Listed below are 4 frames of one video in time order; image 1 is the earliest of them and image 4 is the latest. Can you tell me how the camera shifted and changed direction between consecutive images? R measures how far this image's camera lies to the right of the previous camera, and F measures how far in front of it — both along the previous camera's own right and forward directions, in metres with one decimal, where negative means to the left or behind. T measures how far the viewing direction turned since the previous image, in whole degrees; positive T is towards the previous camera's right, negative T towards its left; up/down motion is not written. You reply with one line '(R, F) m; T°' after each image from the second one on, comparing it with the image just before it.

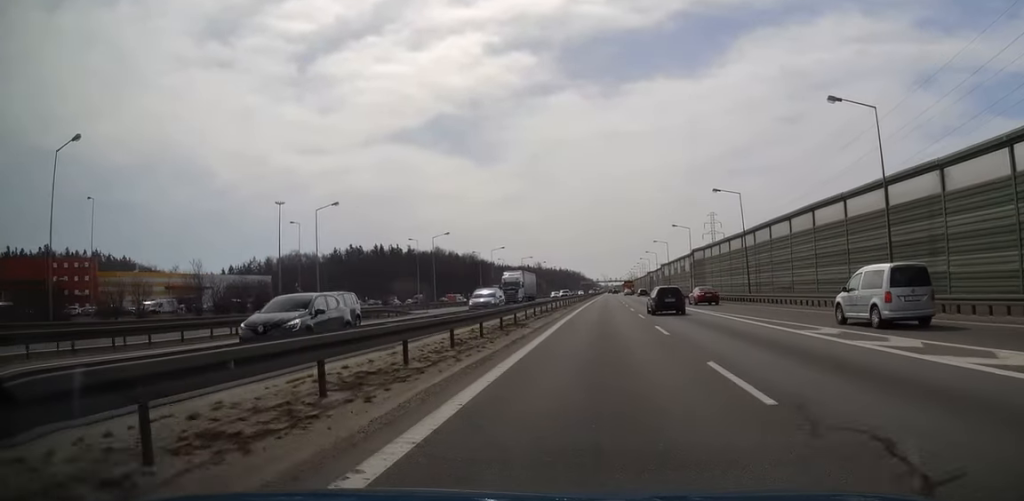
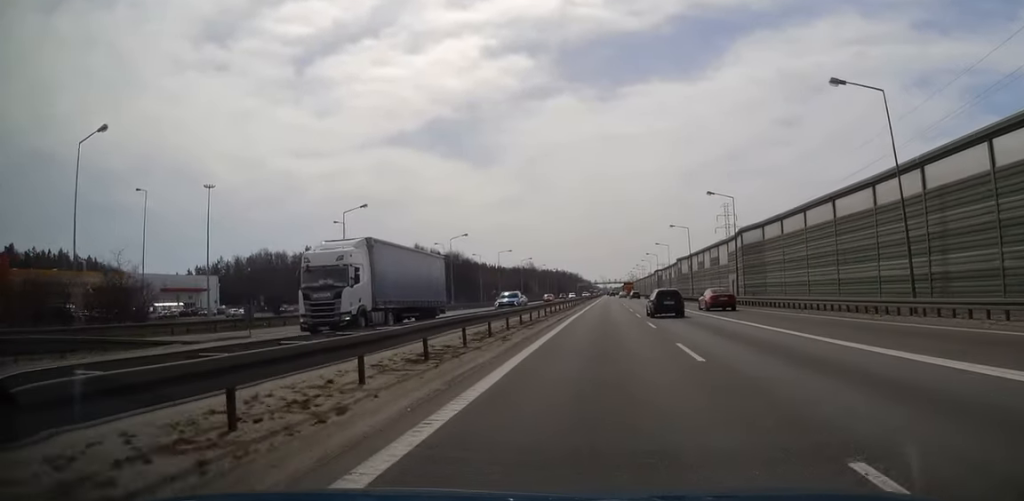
(0.0, +29.9) m; 0°
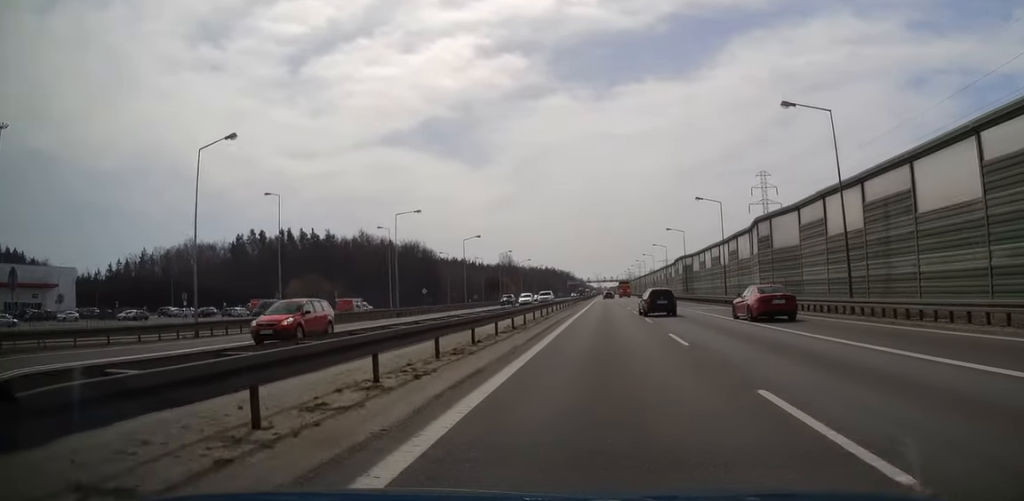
(+0.1, +55.2) m; 0°
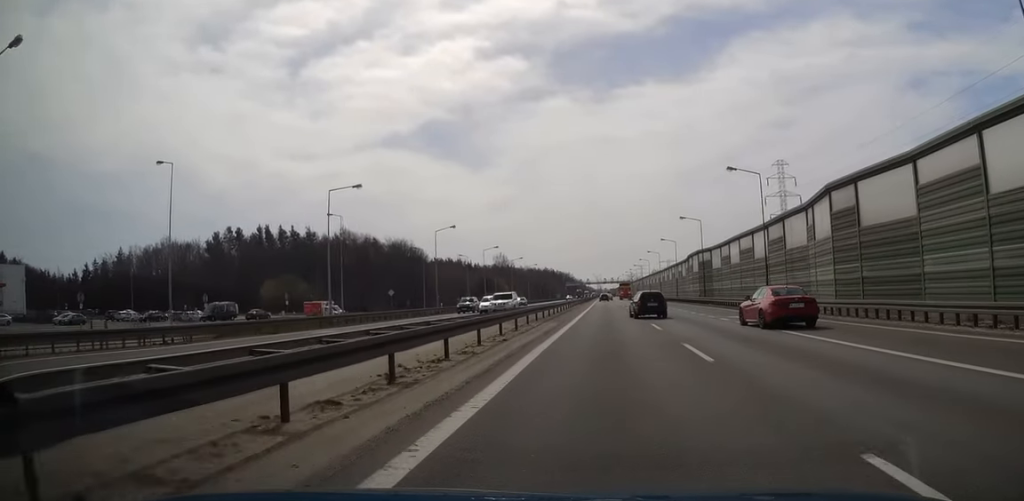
(0.0, +15.6) m; 0°
